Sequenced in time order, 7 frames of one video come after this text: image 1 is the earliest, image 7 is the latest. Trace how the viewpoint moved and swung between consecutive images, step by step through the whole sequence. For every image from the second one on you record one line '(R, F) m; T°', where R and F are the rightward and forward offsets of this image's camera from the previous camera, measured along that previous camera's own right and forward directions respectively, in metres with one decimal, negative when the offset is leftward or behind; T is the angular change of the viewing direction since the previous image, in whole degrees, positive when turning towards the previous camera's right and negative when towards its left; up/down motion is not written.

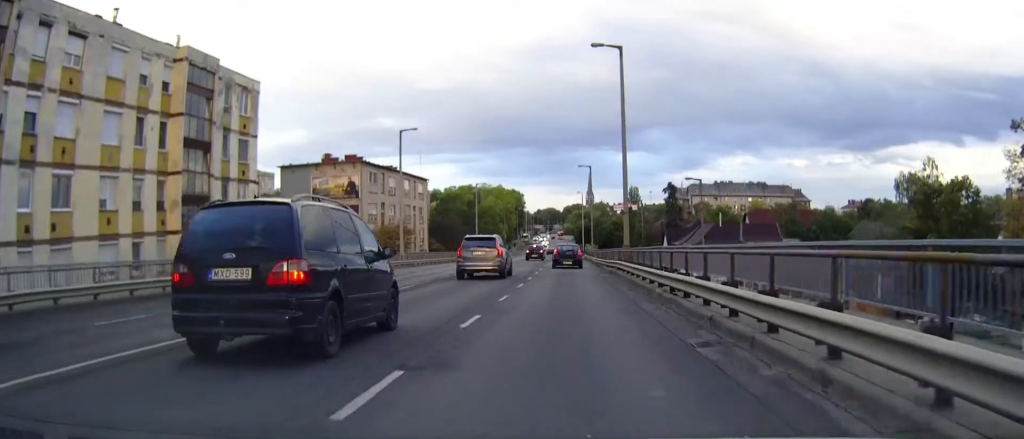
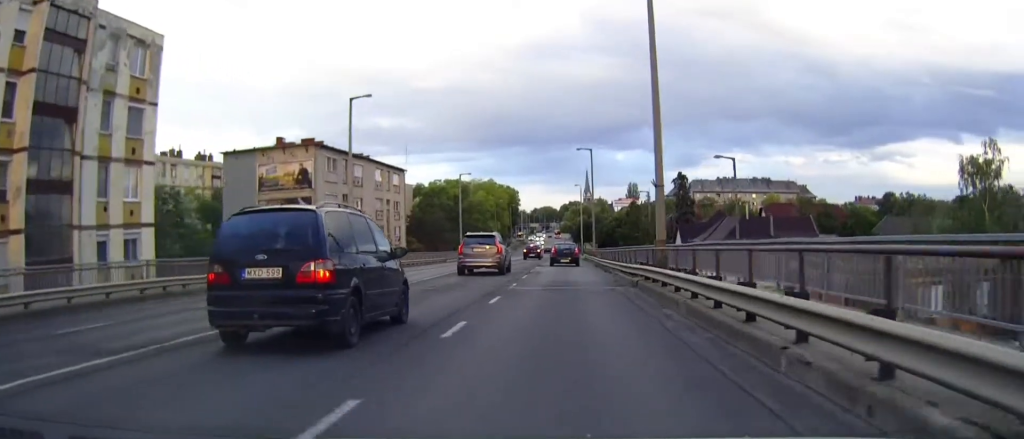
(0.0, +13.5) m; 0°
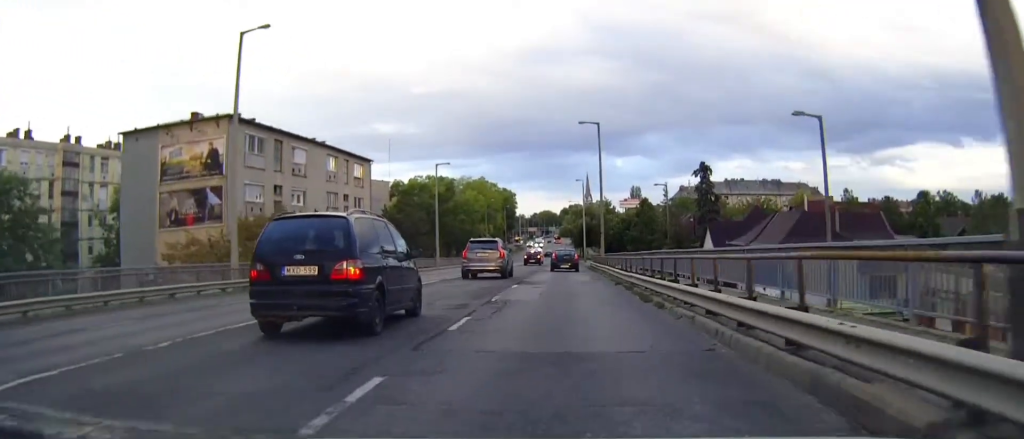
(-0.1, +16.7) m; 0°
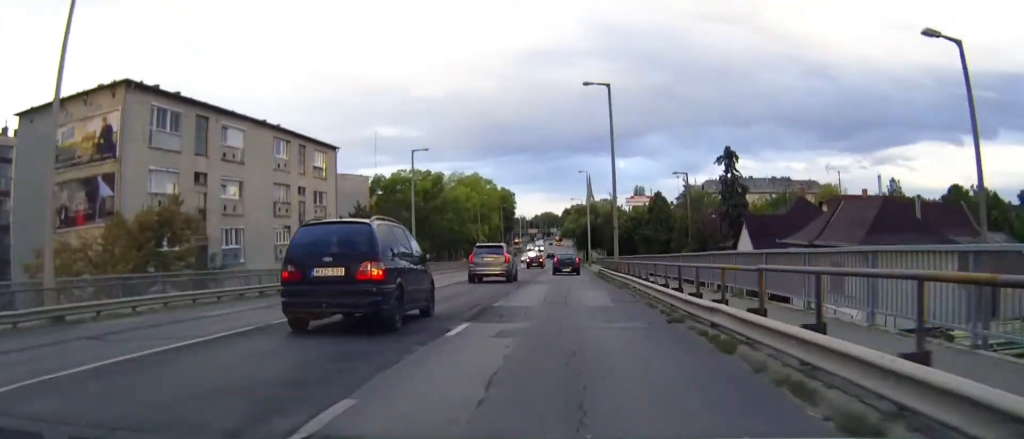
(0.0, +12.8) m; 0°
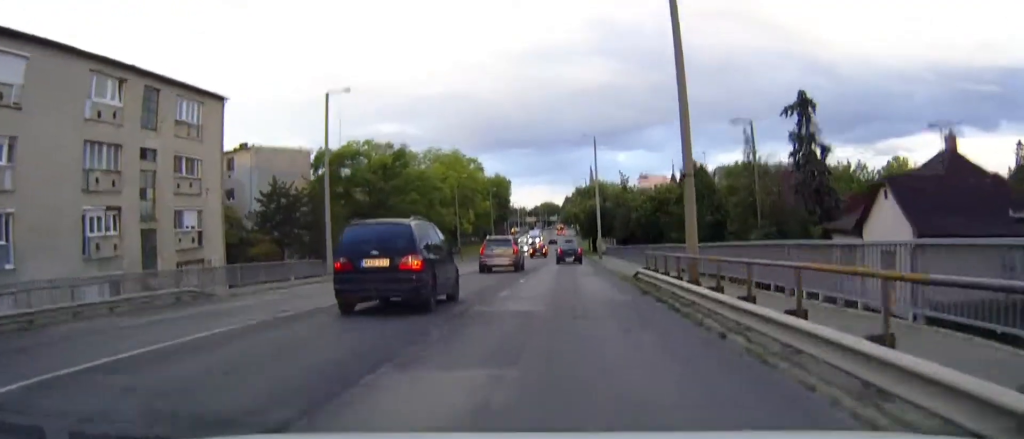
(-0.1, +23.7) m; 0°
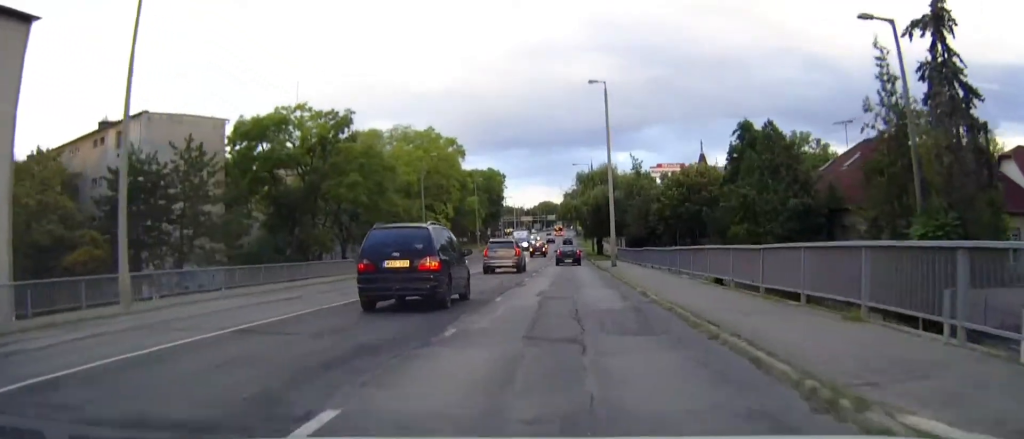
(+0.1, +19.7) m; 0°
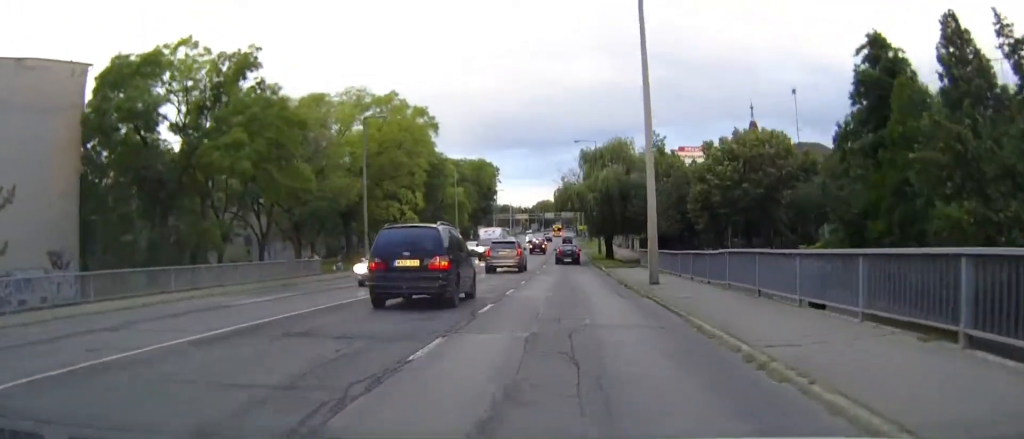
(+0.1, +19.3) m; 0°
